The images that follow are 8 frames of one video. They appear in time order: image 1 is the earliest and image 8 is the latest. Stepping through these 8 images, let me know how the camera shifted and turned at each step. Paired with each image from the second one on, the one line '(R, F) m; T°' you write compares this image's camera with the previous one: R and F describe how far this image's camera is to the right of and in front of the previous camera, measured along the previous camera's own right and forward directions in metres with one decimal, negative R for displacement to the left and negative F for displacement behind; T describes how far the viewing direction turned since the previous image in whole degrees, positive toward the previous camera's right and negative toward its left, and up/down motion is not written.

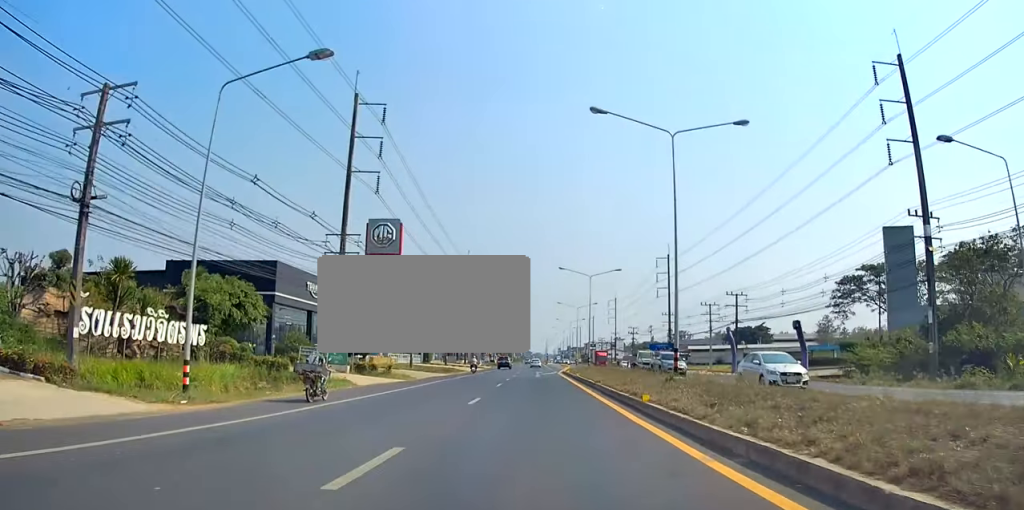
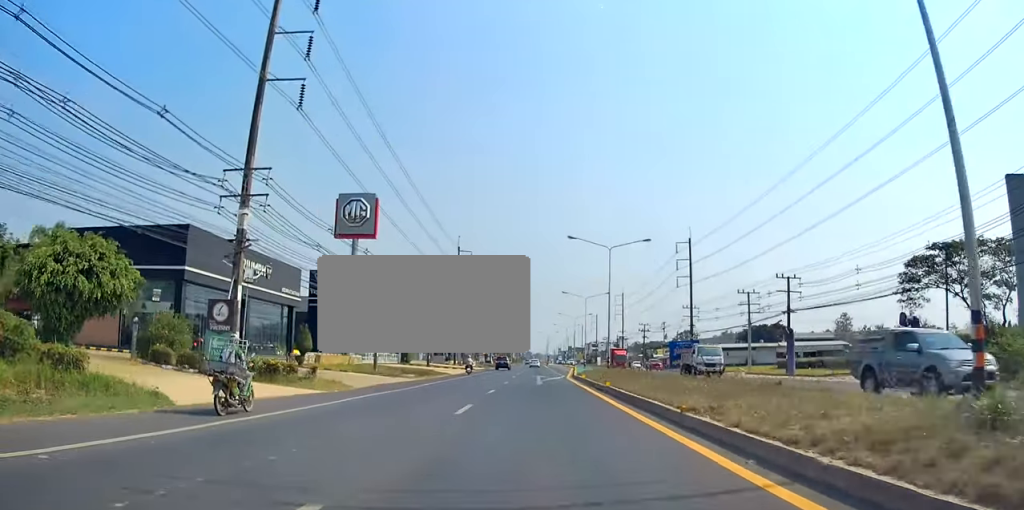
(-0.1, +14.6) m; 0°
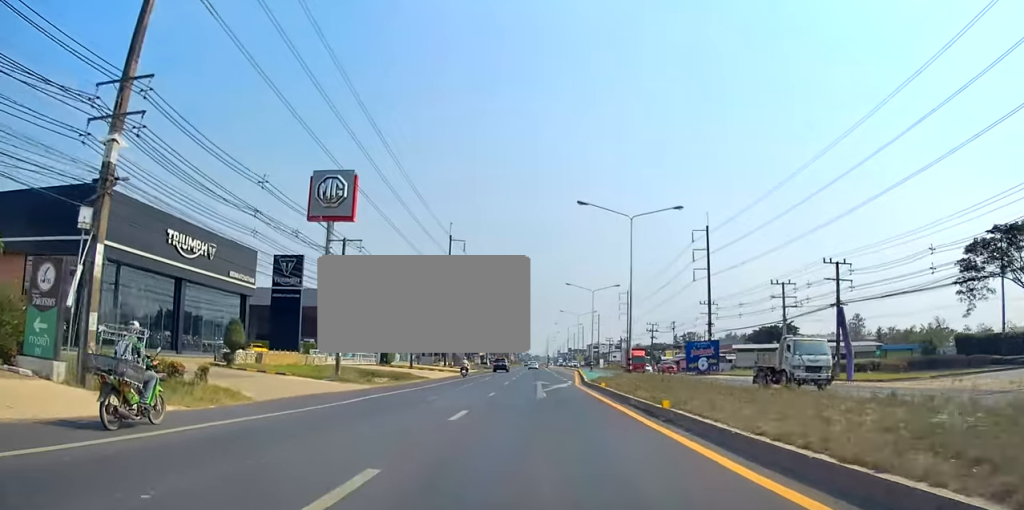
(0.0, +10.5) m; 0°
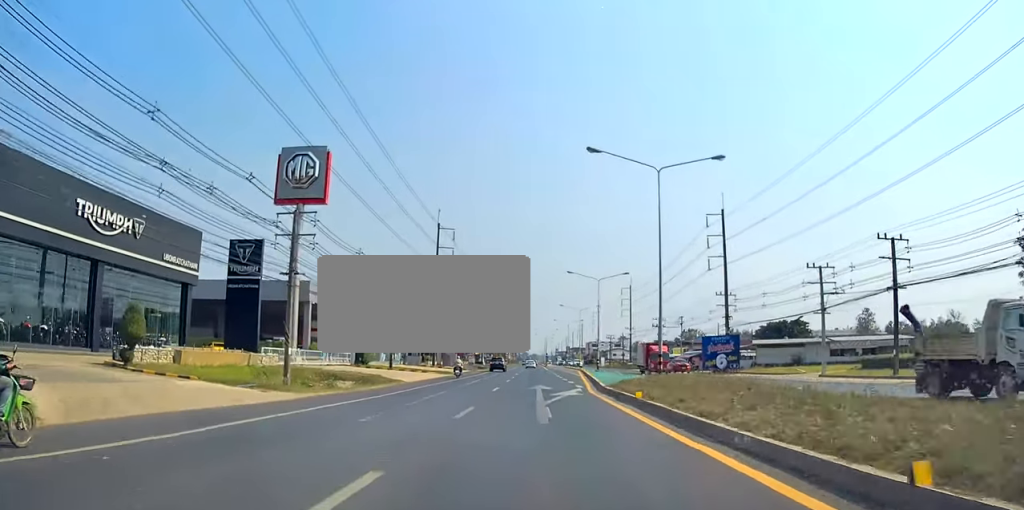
(0.0, +8.9) m; 0°
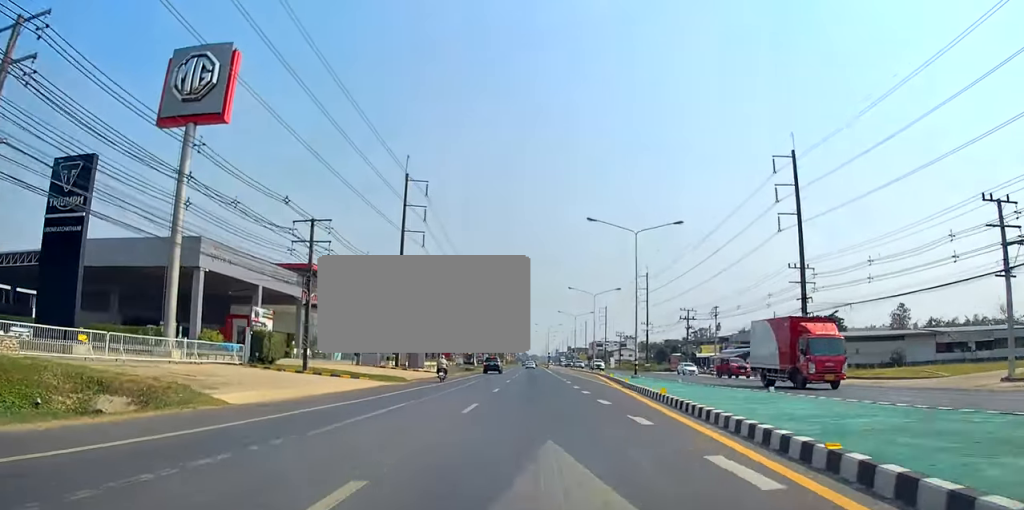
(+0.3, +23.1) m; +1°
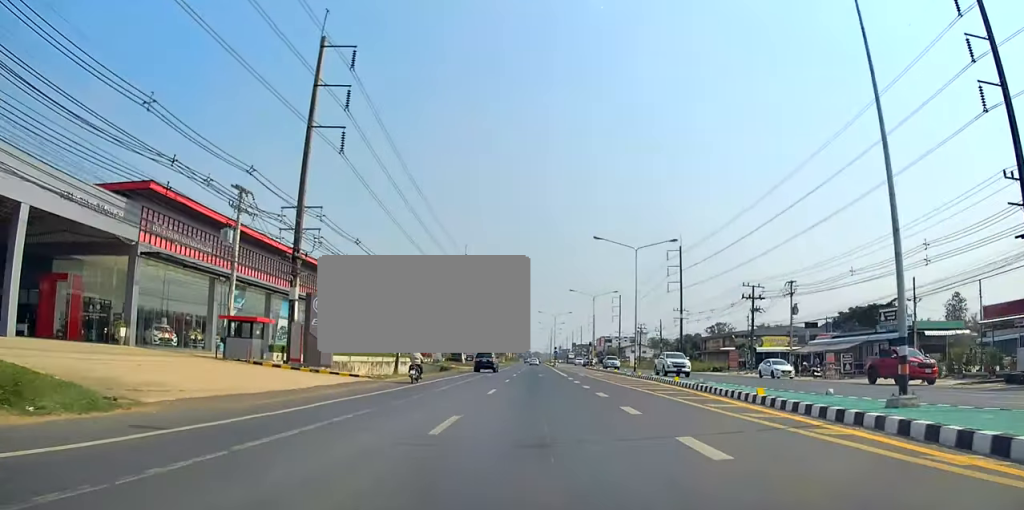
(+0.2, +28.3) m; -1°
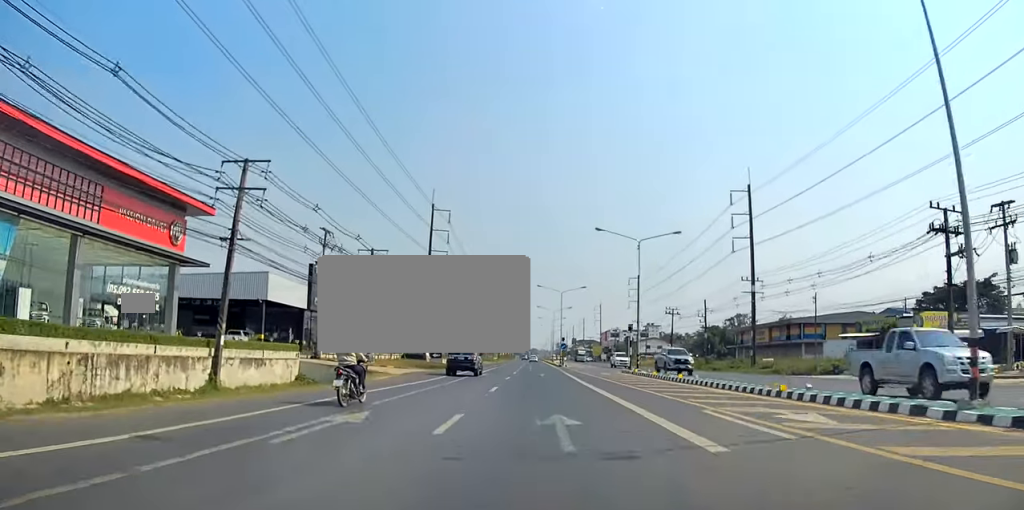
(-0.2, +36.8) m; 0°
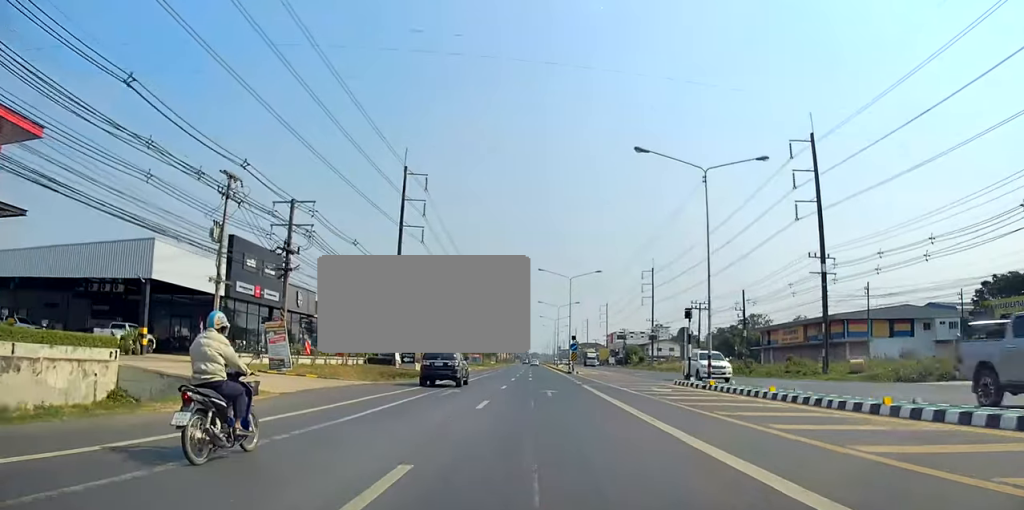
(-0.1, +17.1) m; 0°
